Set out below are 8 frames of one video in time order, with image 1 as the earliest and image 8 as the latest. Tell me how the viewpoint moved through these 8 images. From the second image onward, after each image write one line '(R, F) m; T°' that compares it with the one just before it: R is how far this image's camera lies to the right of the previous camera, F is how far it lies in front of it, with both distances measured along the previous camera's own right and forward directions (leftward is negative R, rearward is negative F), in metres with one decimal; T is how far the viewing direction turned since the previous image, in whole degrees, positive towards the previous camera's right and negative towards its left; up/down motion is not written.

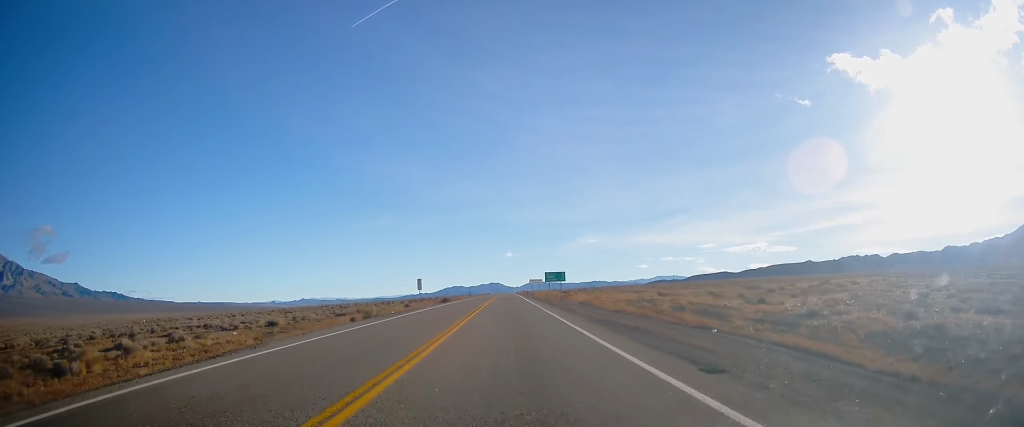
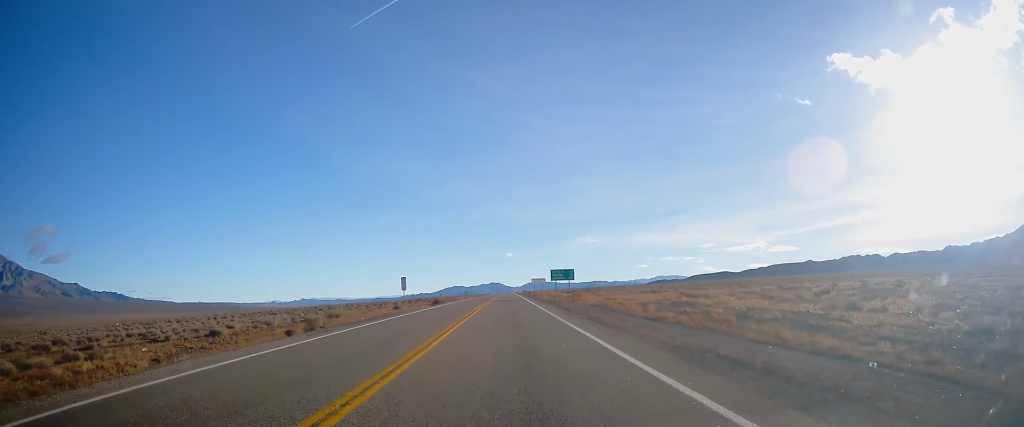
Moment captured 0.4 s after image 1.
(-0.2, +10.0) m; 0°
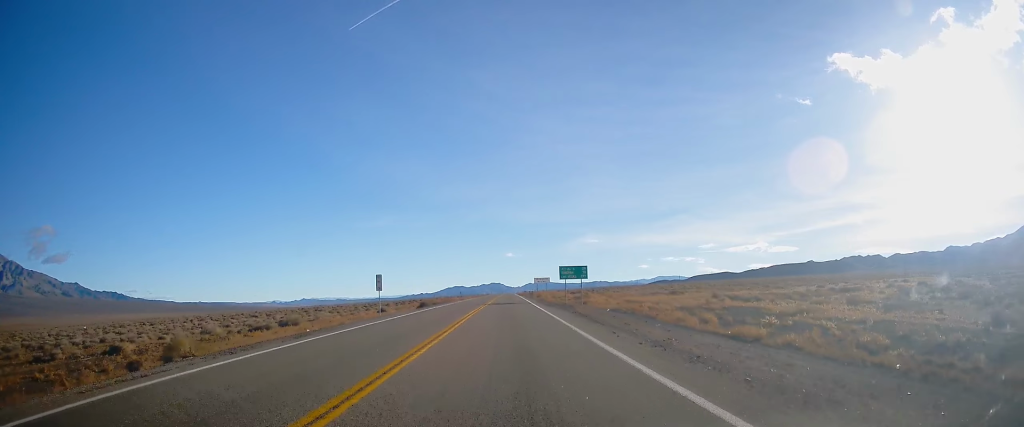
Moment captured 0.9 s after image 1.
(-0.1, +10.7) m; -1°
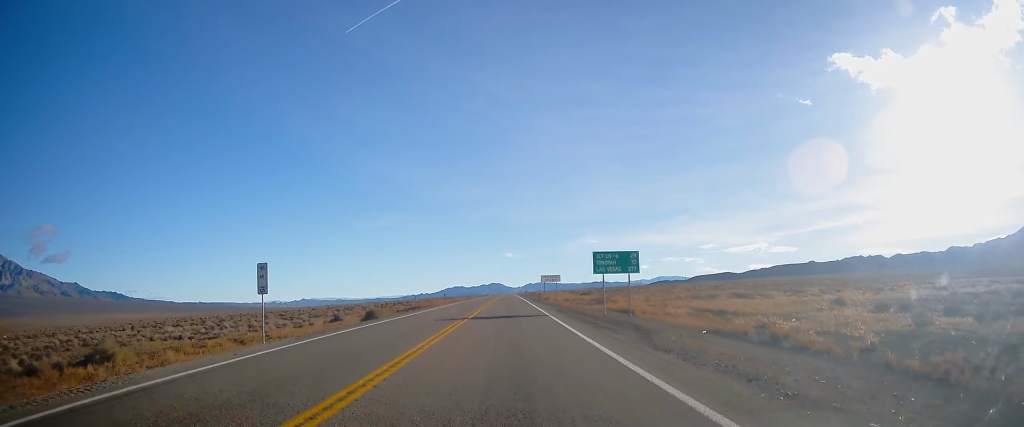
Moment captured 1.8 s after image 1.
(0.0, +21.7) m; 0°
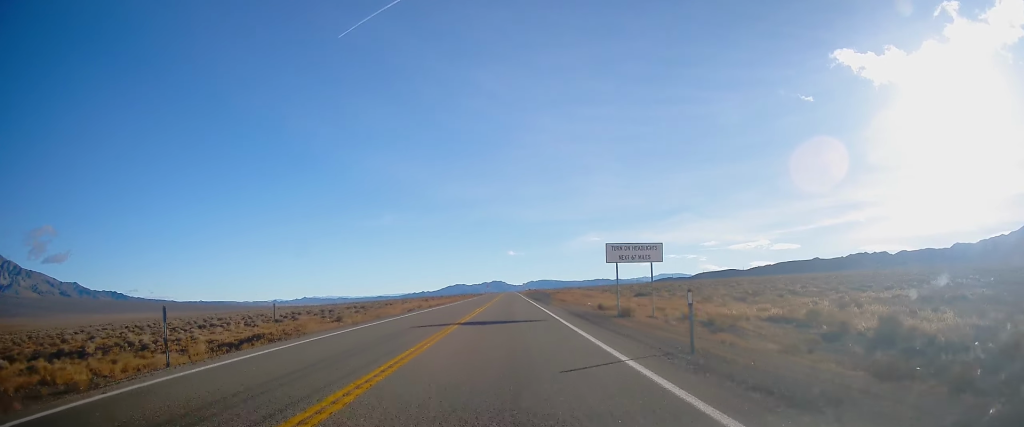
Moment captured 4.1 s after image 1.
(+0.9, +55.2) m; +1°
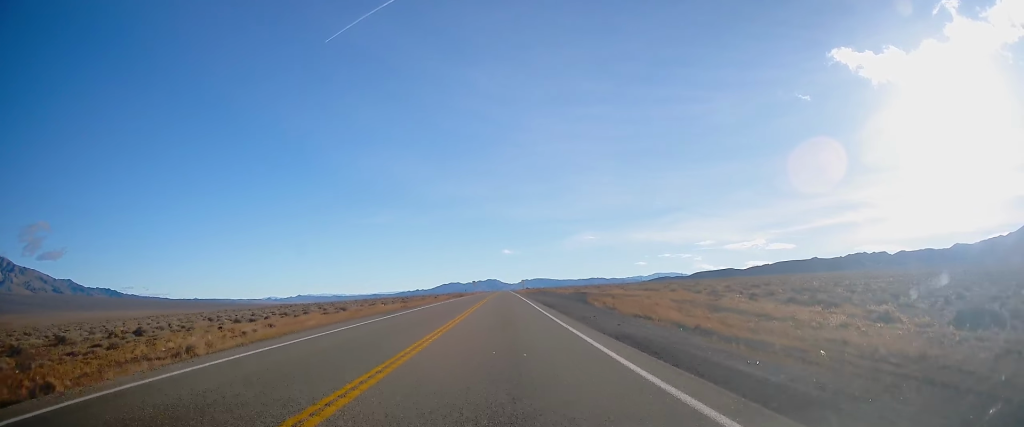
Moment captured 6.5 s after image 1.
(-0.9, +58.5) m; 0°
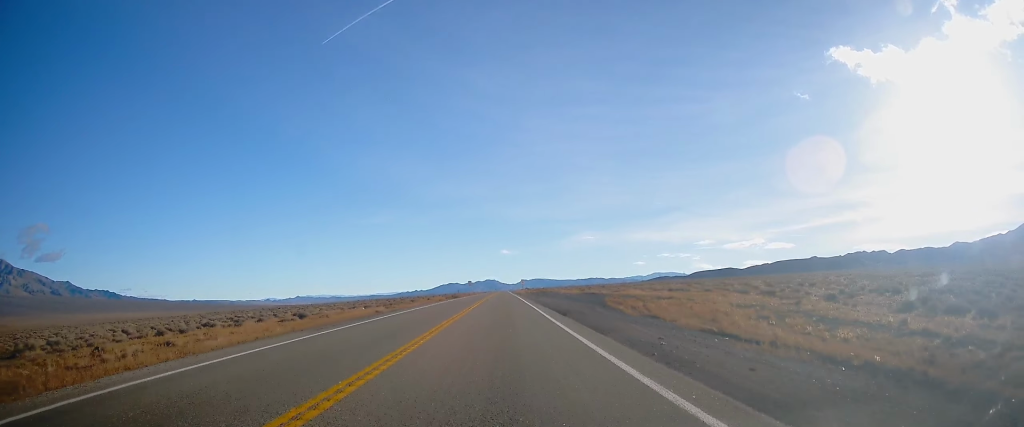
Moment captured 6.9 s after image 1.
(+0.2, +11.8) m; 0°
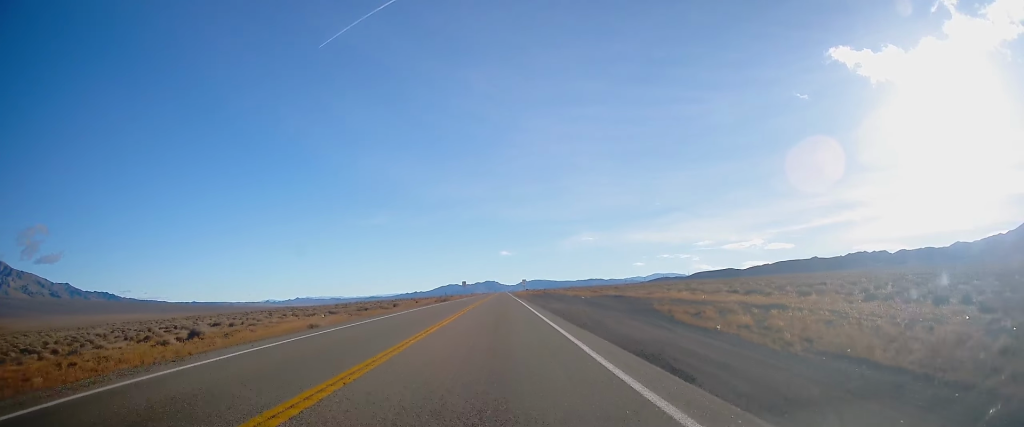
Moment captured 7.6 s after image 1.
(-0.2, +17.9) m; 0°
